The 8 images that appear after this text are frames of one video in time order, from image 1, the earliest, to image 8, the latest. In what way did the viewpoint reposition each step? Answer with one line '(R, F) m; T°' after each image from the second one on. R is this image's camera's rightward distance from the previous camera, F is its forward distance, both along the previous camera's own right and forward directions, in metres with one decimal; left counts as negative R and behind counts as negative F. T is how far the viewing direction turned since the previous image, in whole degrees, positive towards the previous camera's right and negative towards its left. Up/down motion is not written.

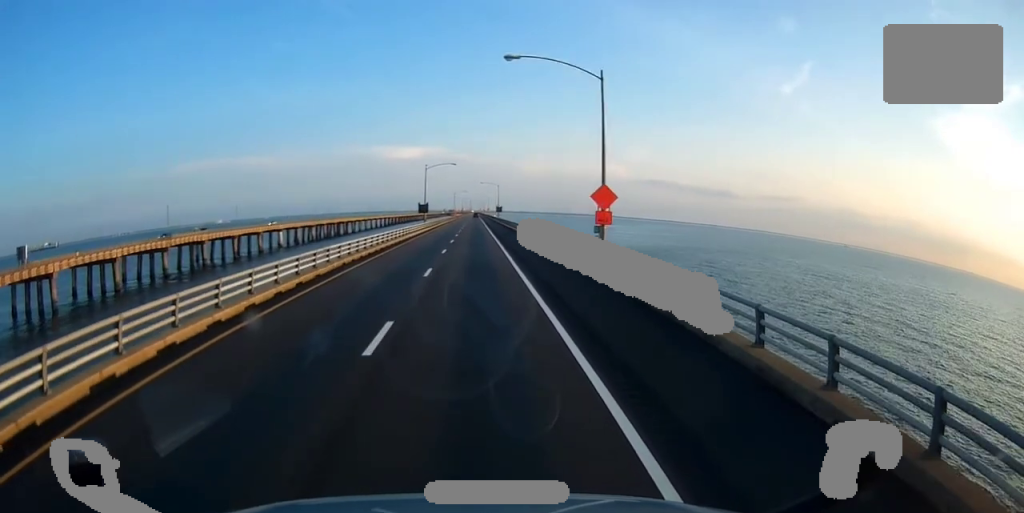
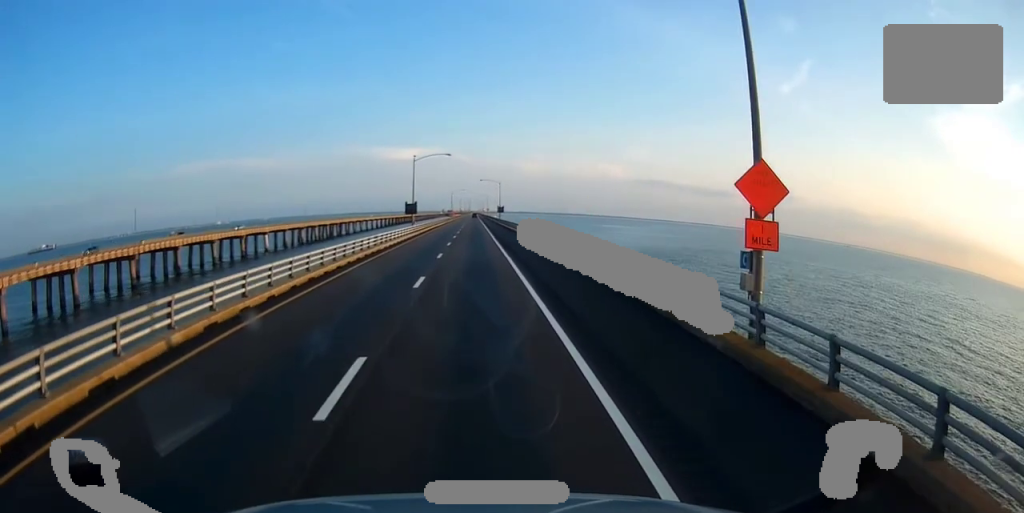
(+0.1, +15.3) m; 0°
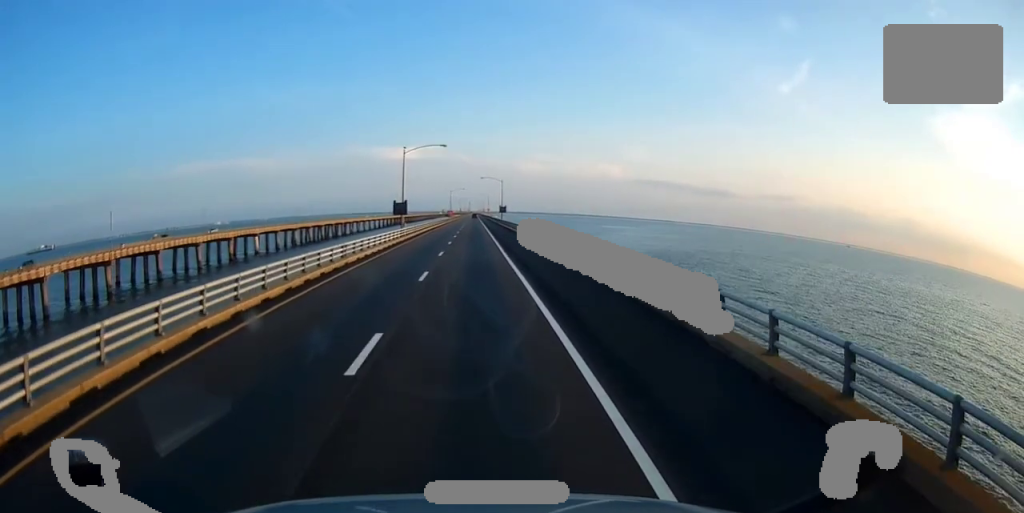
(0.0, +10.3) m; 0°
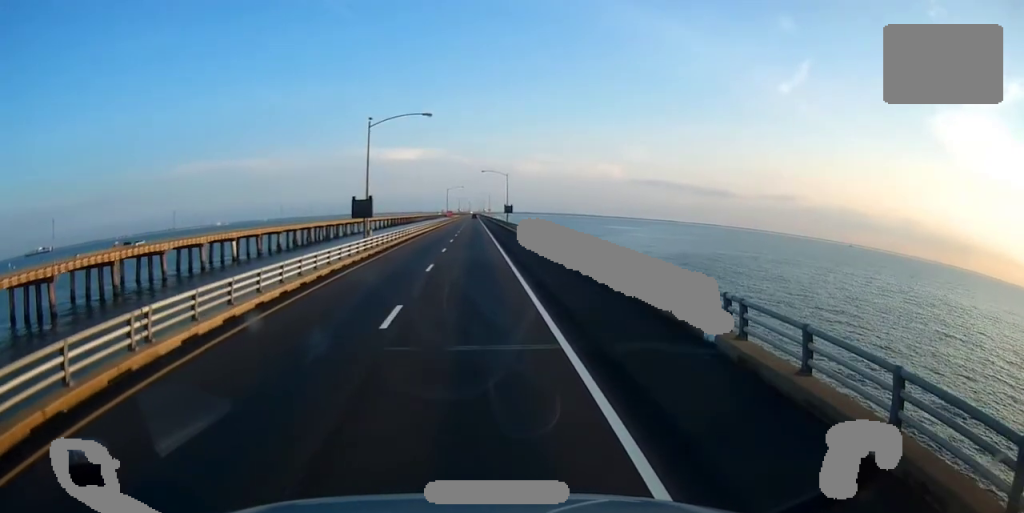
(-0.1, +20.7) m; 0°
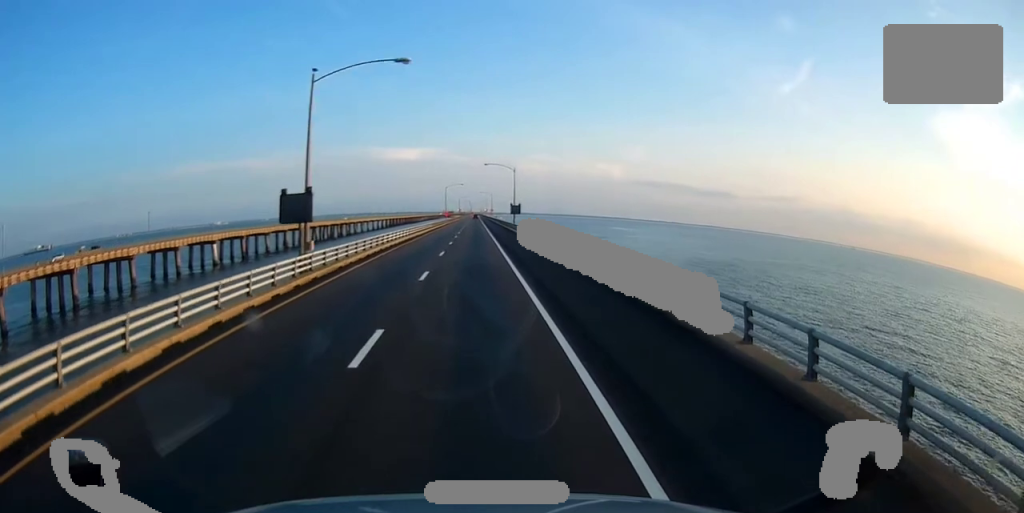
(+0.1, +15.6) m; 0°
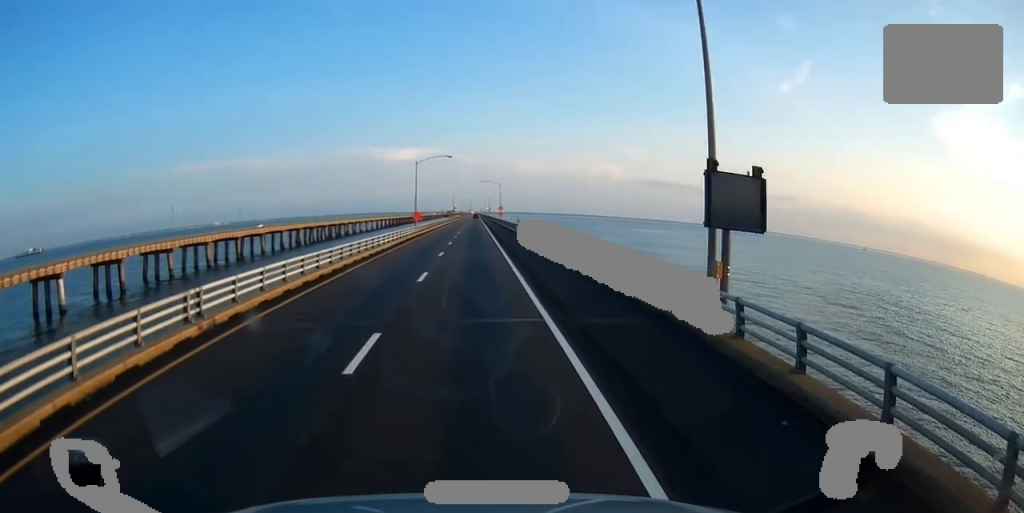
(-1.4, +73.4) m; -1°
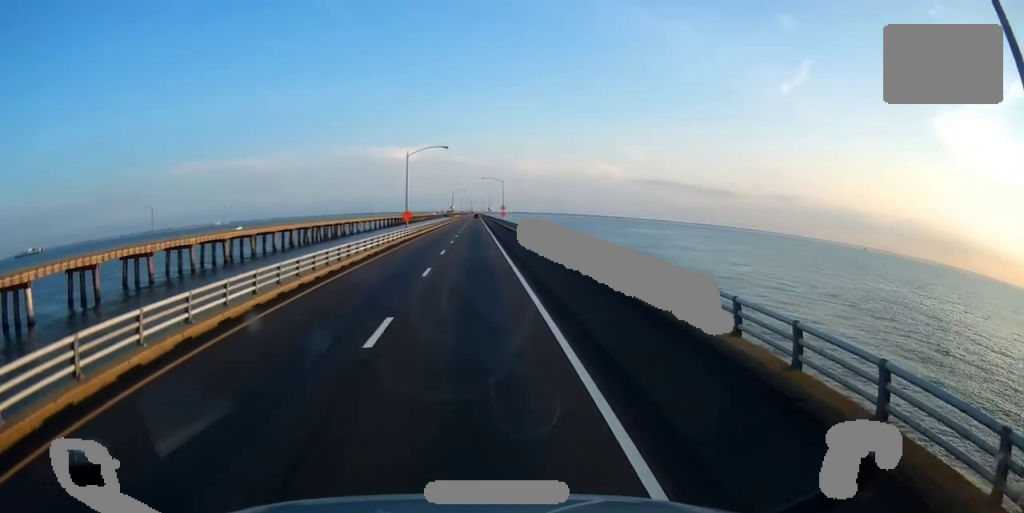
(+0.1, +10.3) m; 0°
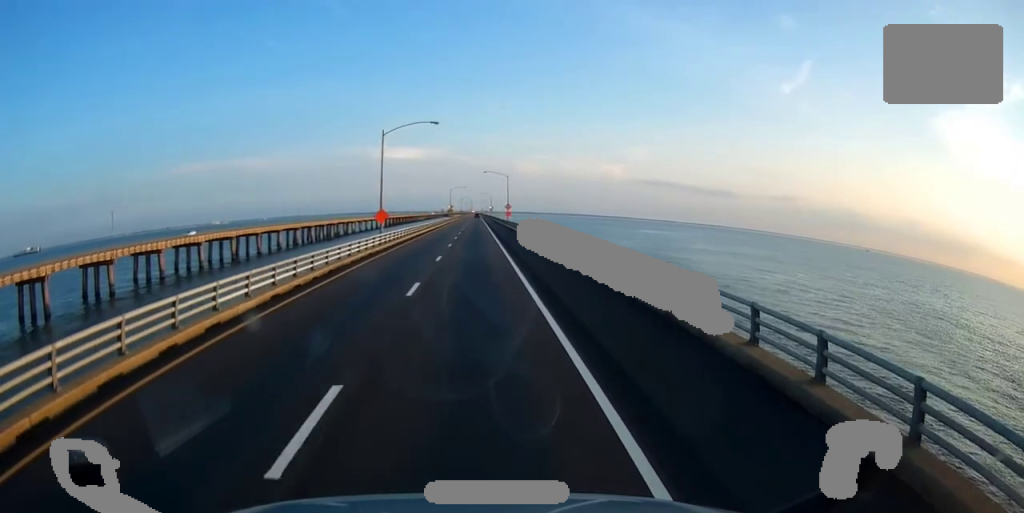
(0.0, +17.6) m; 0°
